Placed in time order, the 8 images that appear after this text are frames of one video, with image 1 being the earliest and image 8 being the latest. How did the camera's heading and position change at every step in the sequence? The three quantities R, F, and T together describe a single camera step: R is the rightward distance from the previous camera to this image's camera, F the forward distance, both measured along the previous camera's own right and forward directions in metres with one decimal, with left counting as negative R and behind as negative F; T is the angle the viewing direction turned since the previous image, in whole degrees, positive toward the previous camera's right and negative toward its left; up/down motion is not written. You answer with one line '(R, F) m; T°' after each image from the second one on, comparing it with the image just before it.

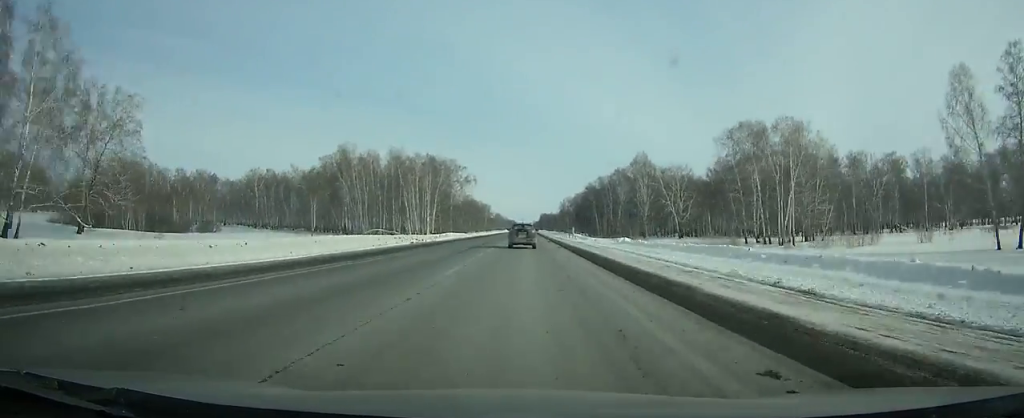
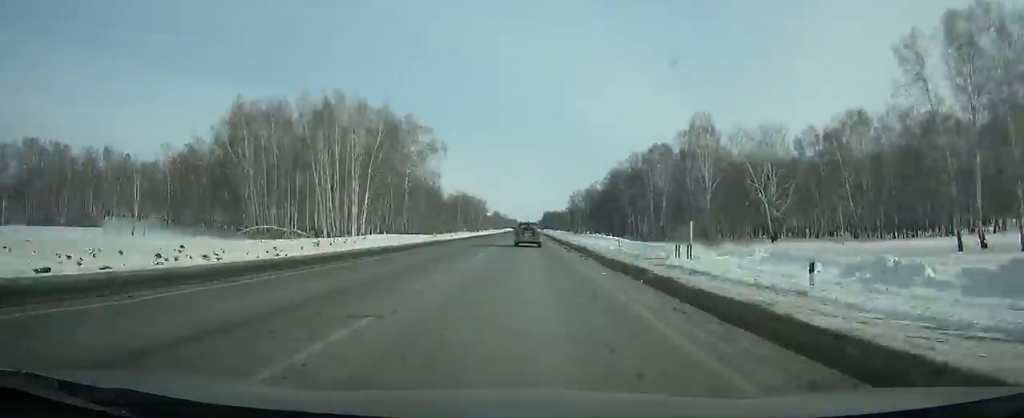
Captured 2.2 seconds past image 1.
(-0.1, +59.1) m; 0°
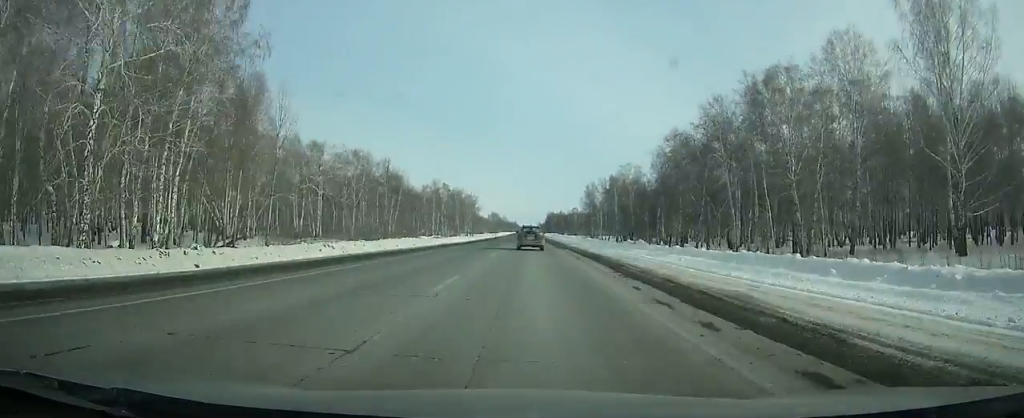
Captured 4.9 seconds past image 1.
(0.0, +72.4) m; 0°
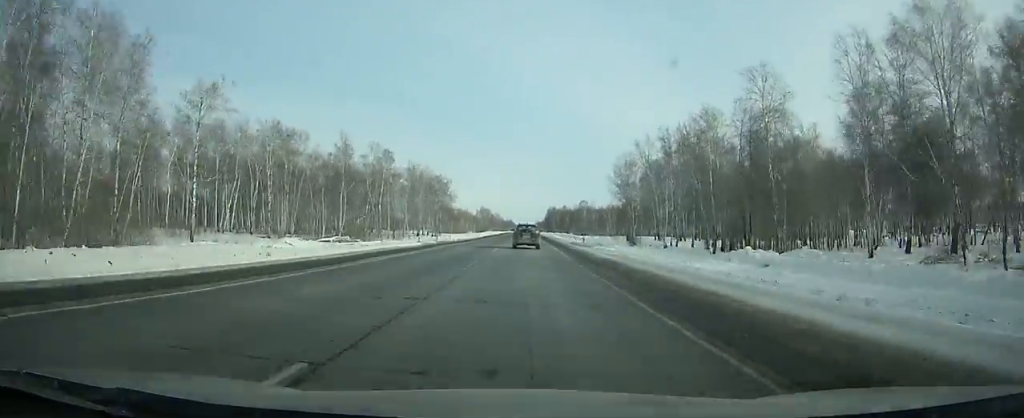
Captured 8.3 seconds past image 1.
(+0.4, +91.3) m; 0°
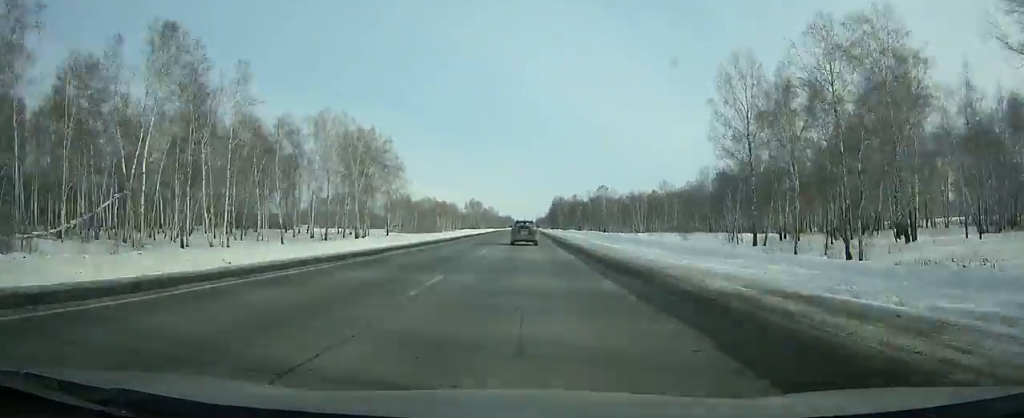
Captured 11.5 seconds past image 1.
(0.0, +85.9) m; 0°
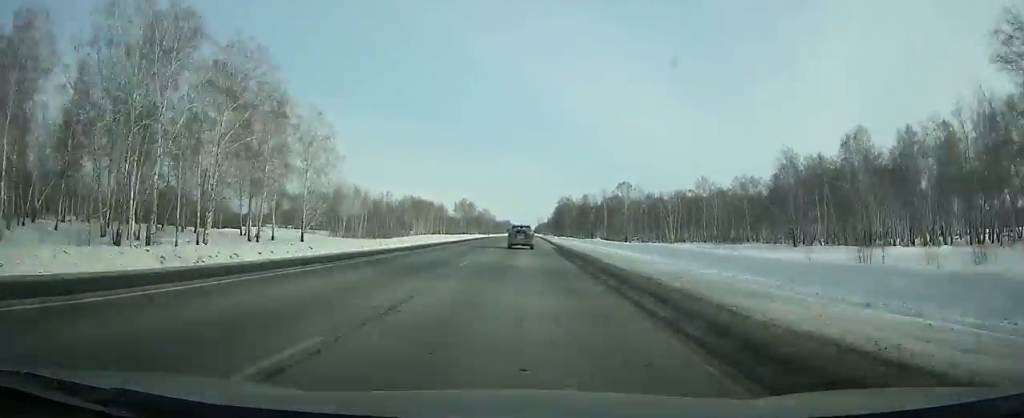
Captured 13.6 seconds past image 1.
(+0.1, +56.4) m; 0°
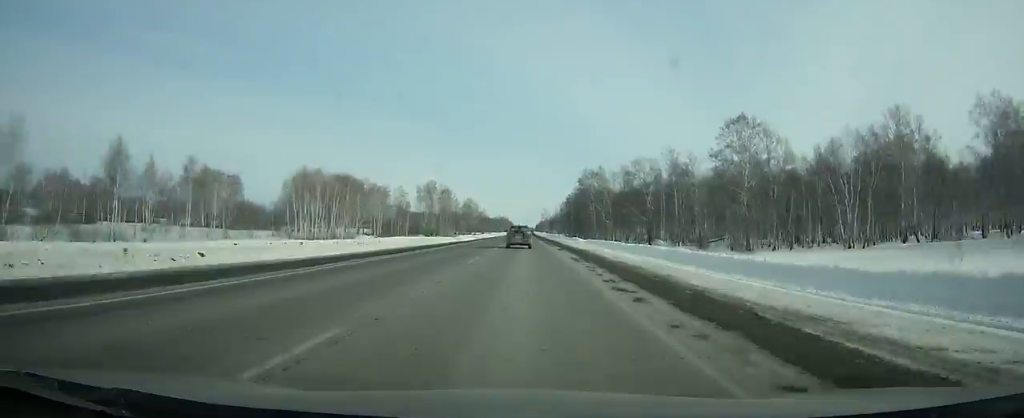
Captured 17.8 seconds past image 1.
(-0.6, +112.5) m; -1°
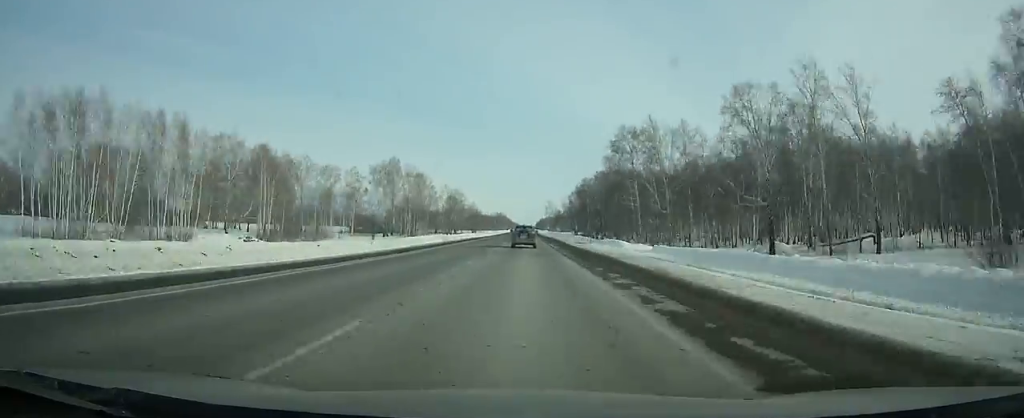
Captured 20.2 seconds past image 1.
(-0.1, +64.4) m; 0°
